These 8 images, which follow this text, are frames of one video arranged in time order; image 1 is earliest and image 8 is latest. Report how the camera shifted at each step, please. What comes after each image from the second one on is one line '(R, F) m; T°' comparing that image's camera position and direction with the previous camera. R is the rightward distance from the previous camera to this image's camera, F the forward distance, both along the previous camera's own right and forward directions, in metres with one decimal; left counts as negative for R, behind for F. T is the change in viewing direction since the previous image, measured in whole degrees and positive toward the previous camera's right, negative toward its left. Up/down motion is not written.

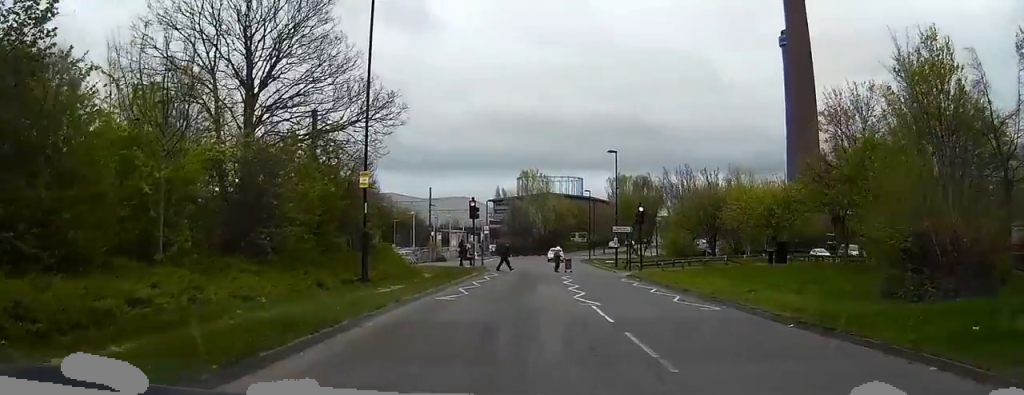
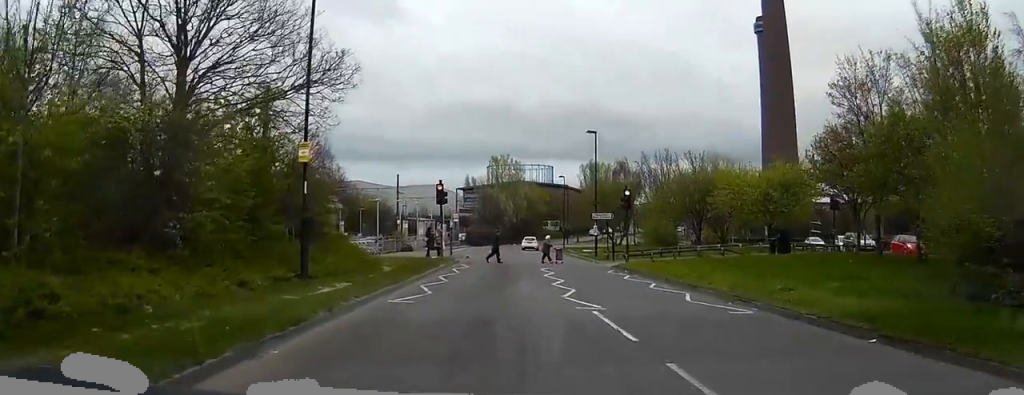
(+0.1, +3.8) m; +2°
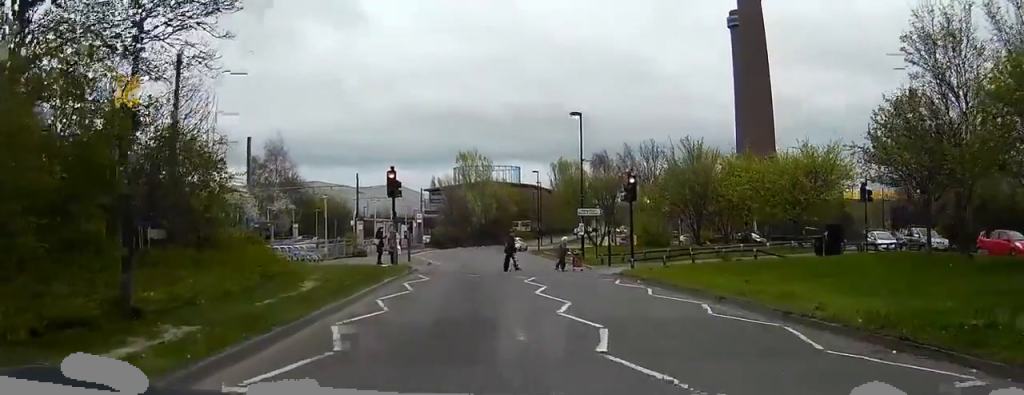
(+0.1, +7.8) m; +1°
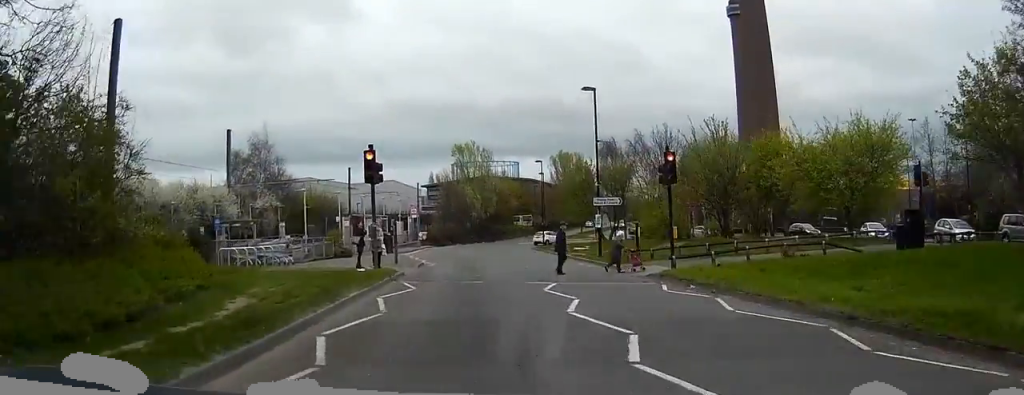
(+0.1, +5.3) m; +1°
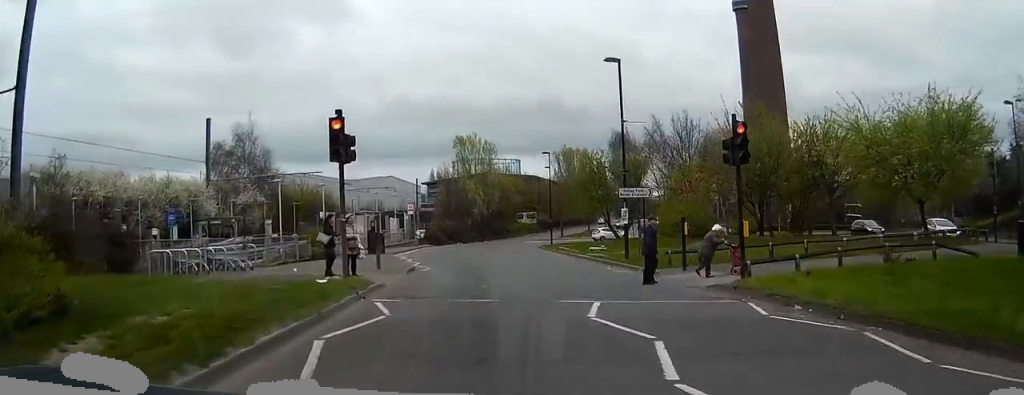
(0.0, +5.6) m; +3°
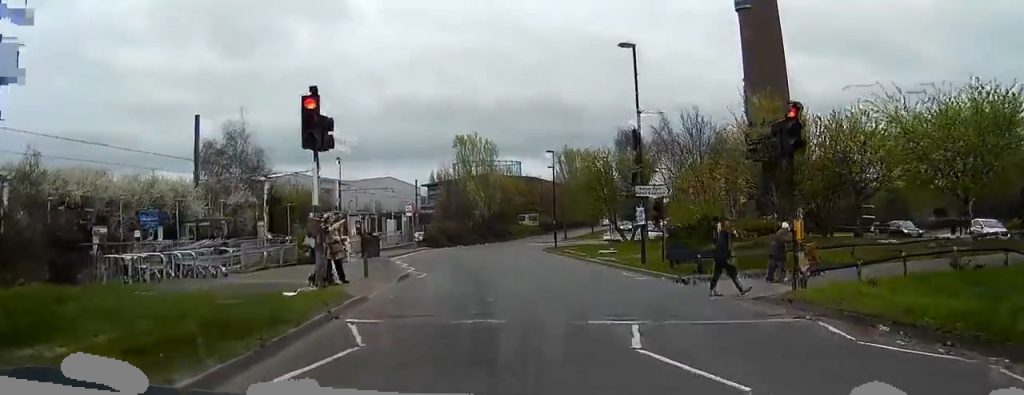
(+0.1, +2.7) m; +2°
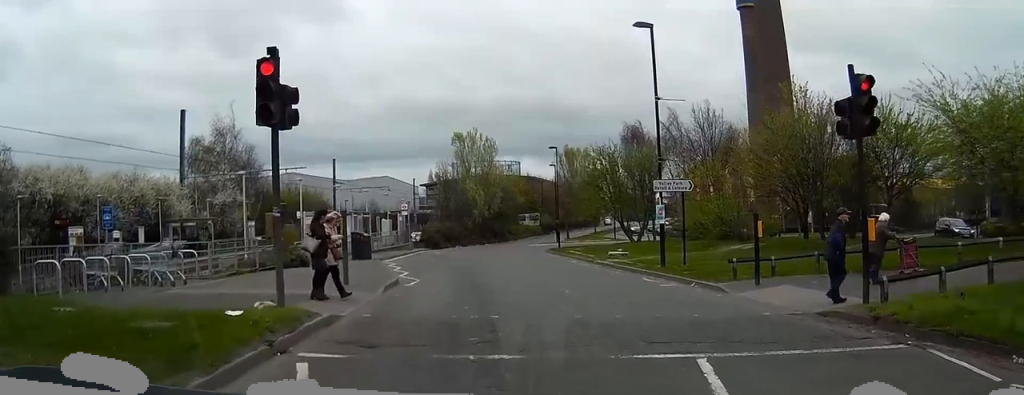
(+0.2, +2.6) m; +3°
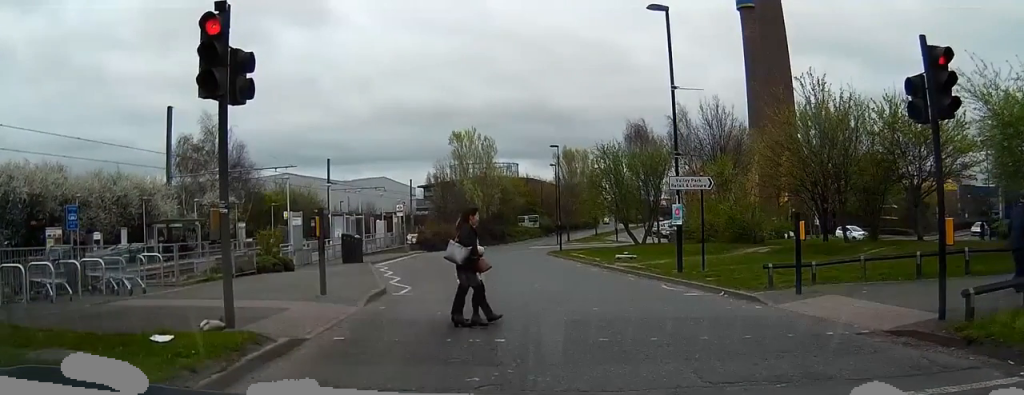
(-0.2, +1.7) m; 0°
